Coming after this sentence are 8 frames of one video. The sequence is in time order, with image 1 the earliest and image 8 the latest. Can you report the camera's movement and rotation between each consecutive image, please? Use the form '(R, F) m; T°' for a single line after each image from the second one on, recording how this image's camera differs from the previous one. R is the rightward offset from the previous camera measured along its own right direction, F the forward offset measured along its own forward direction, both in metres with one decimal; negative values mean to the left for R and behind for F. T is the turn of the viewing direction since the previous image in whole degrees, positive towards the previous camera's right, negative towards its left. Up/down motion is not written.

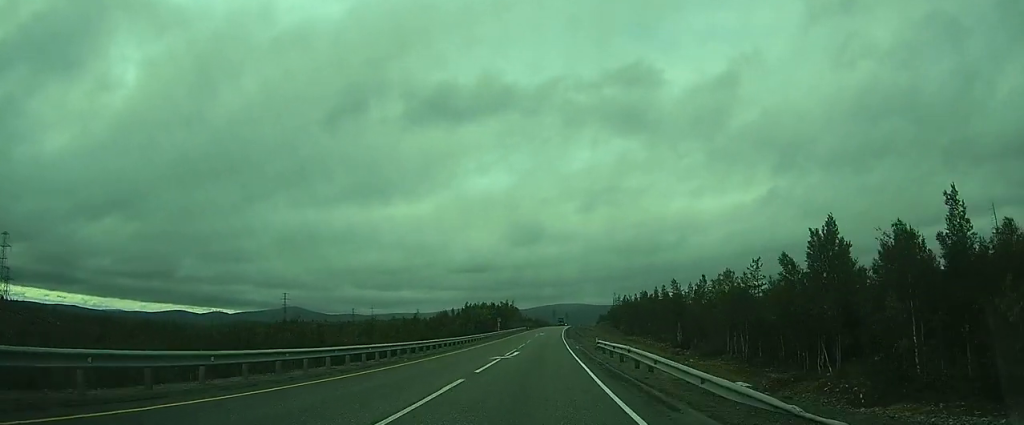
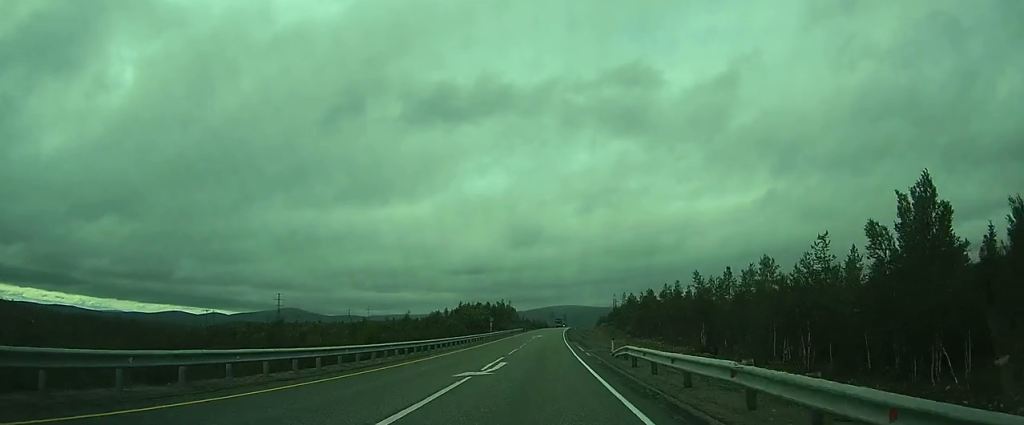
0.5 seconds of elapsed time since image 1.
(0.0, +11.4) m; 0°
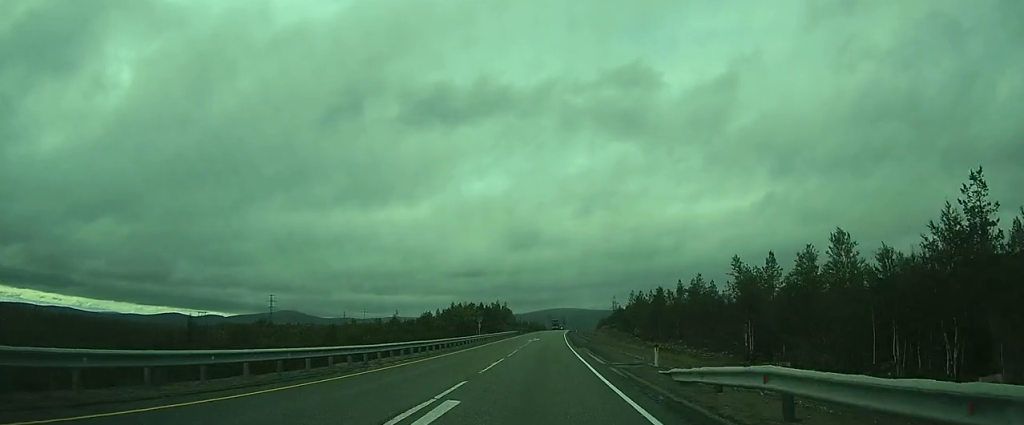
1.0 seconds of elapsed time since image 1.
(0.0, +13.8) m; 0°
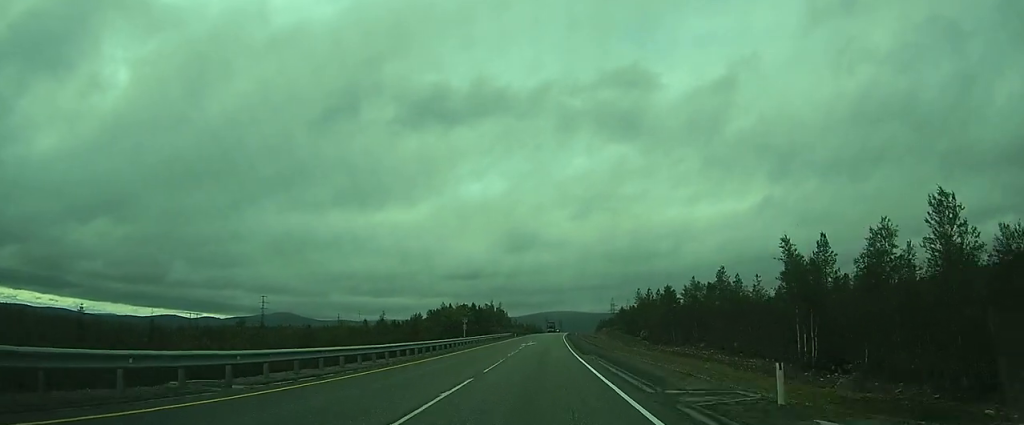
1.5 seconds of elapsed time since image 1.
(0.0, +11.3) m; 0°
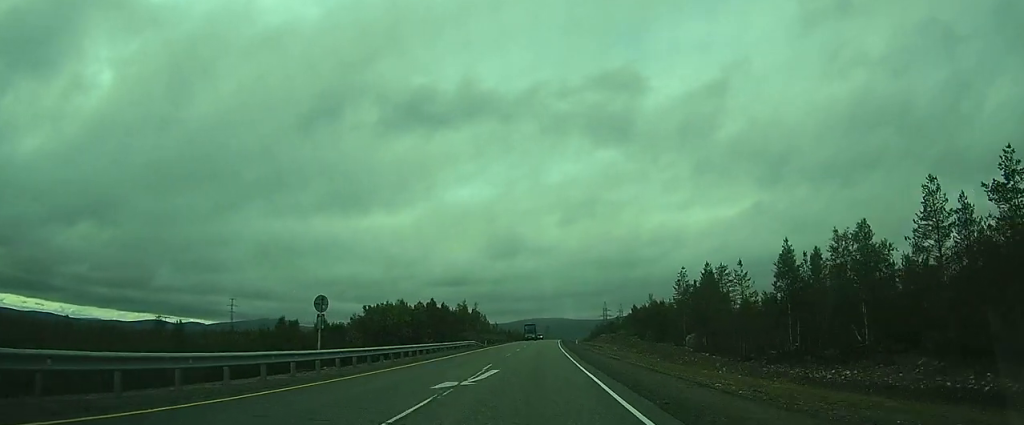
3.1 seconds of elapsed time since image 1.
(+0.4, +39.3) m; +1°
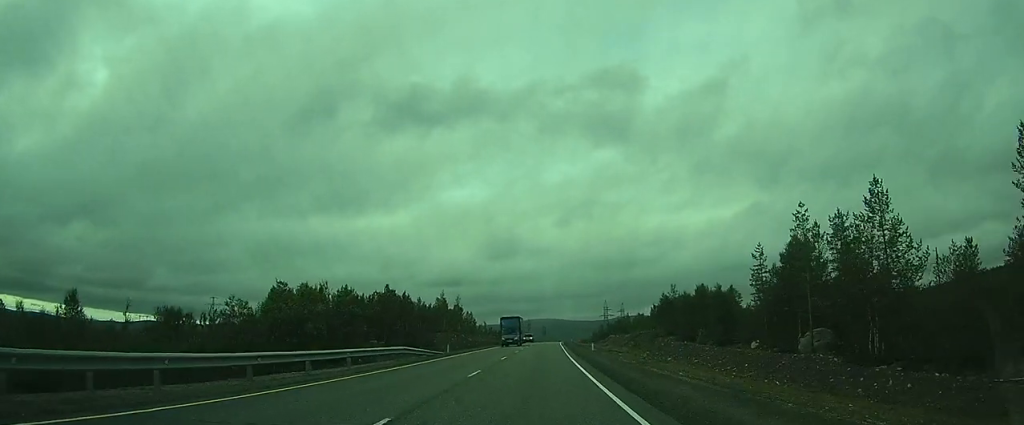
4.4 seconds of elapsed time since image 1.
(+0.1, +29.3) m; 0°
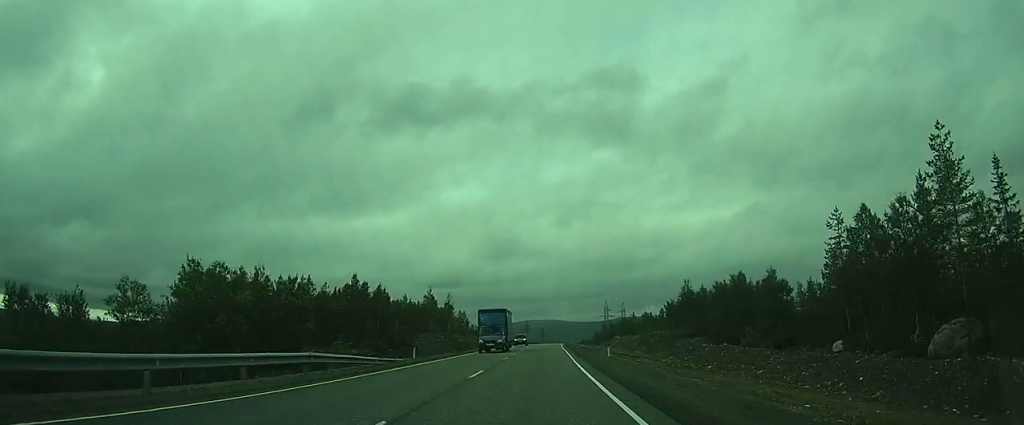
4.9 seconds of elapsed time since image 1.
(-0.1, +12.6) m; 0°
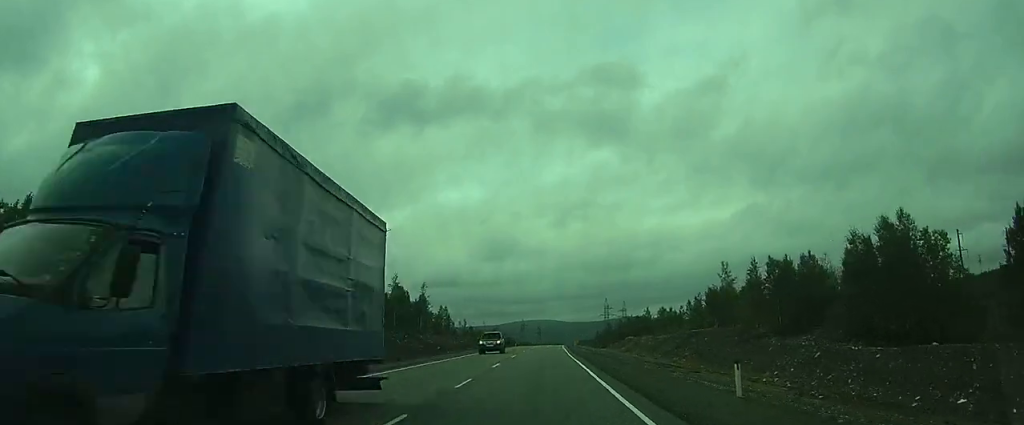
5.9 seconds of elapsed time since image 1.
(+0.1, +24.4) m; +1°
